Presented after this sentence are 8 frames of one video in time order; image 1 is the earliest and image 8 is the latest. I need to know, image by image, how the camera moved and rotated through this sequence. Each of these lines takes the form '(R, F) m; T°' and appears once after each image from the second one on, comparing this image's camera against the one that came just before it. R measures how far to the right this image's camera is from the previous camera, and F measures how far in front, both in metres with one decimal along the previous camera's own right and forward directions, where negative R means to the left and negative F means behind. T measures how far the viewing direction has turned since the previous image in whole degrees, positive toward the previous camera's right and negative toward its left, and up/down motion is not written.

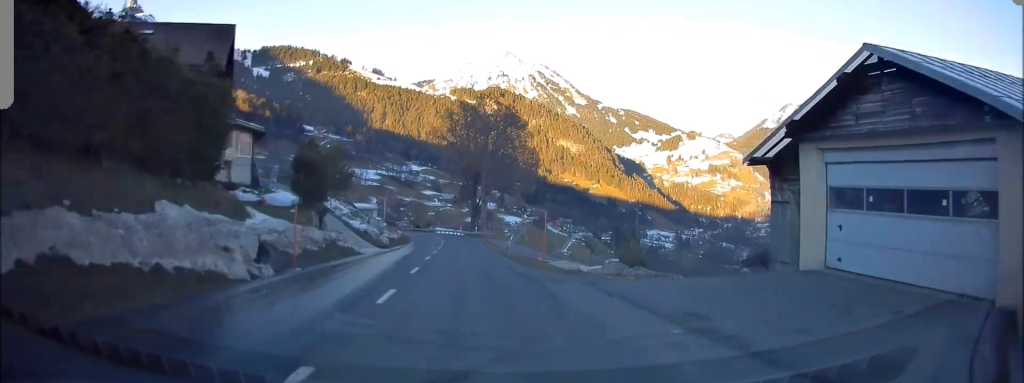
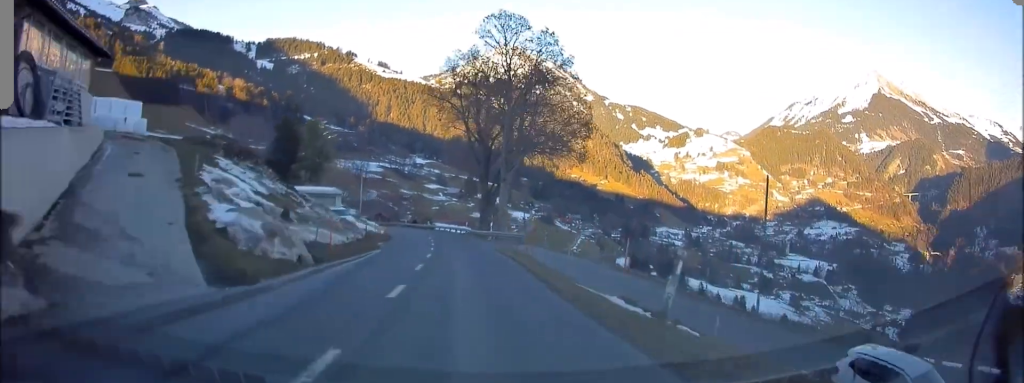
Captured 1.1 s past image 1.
(-0.1, +24.4) m; 0°
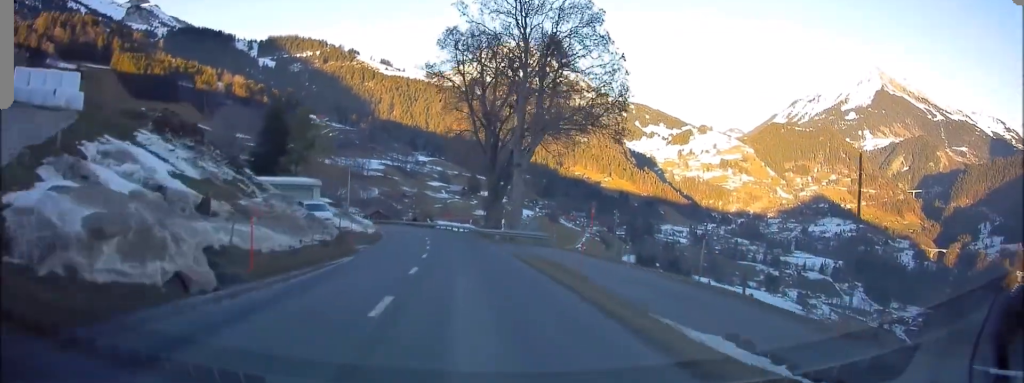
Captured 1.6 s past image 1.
(0.0, +9.4) m; 0°
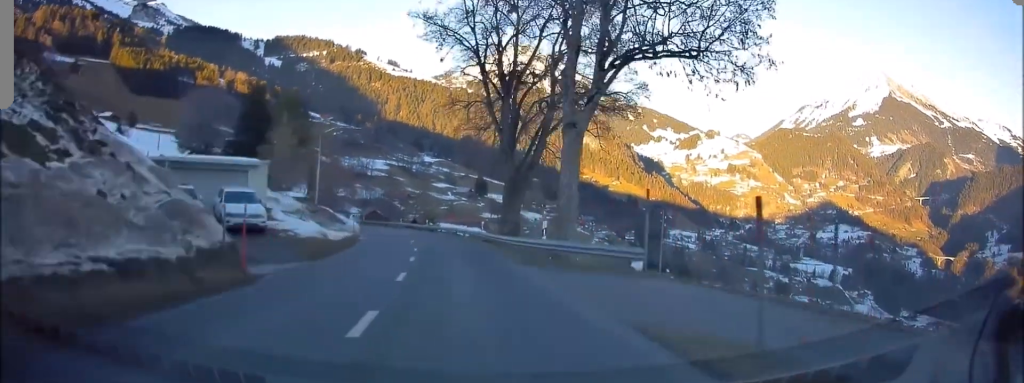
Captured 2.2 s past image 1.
(+0.1, +14.4) m; 0°
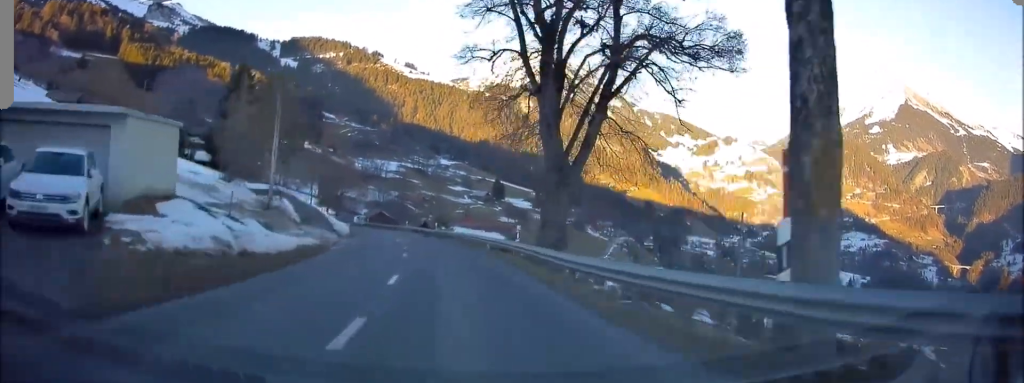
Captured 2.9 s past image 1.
(-0.1, +14.2) m; -1°
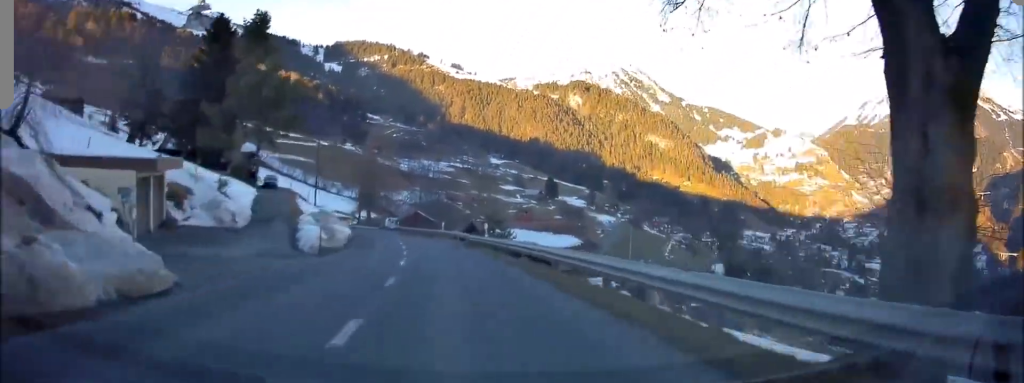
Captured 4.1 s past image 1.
(-0.5, +24.4) m; -3°
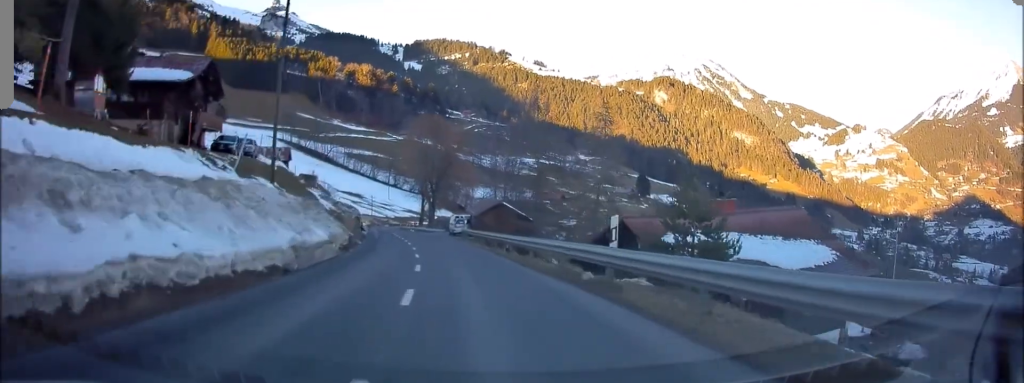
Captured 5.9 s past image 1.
(-2.7, +37.6) m; -8°
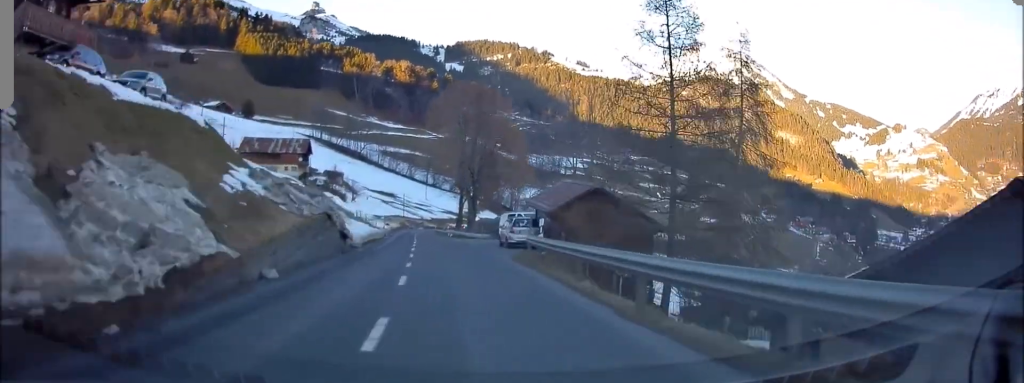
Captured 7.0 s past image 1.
(-1.1, +25.6) m; -4°
